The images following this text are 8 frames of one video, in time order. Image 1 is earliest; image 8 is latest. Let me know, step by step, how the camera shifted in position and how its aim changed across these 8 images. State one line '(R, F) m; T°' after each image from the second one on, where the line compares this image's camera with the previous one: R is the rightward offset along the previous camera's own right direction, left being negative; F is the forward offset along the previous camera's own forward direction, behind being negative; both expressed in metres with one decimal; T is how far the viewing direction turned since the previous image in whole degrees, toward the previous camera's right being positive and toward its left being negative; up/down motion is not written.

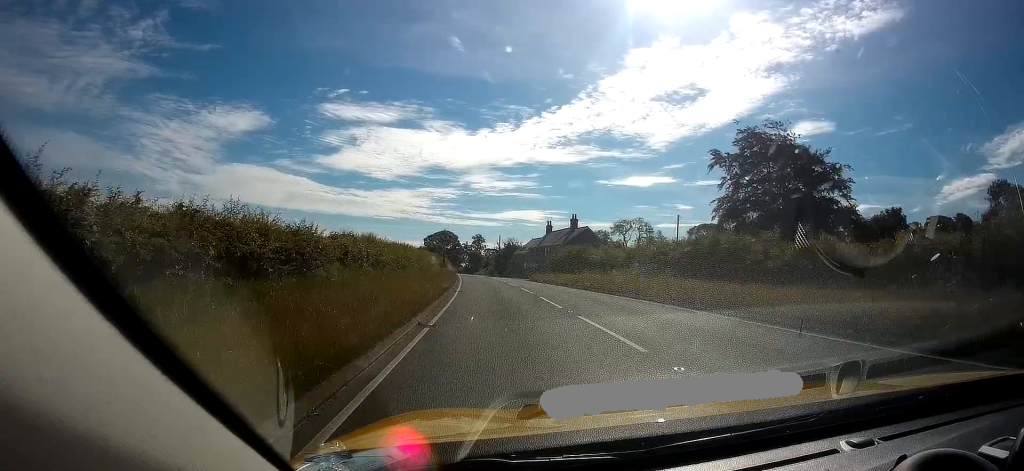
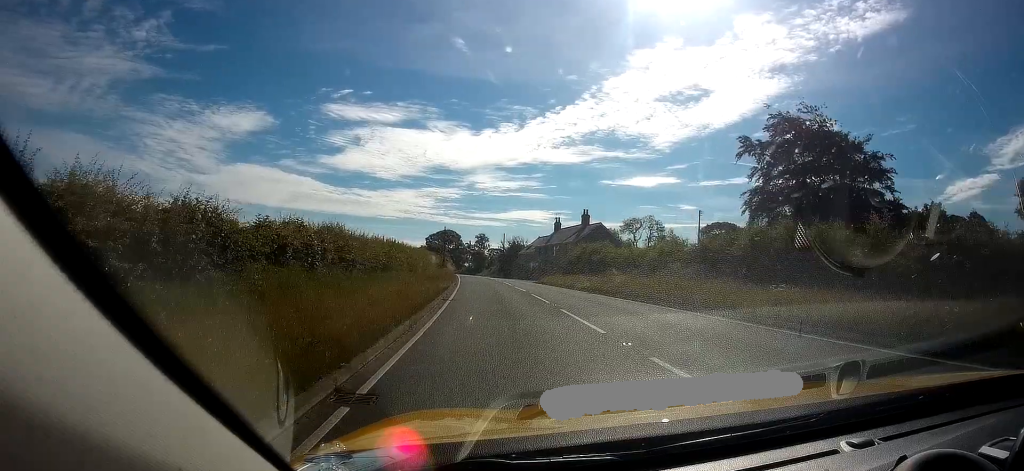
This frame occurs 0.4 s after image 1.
(0.0, +6.3) m; 0°
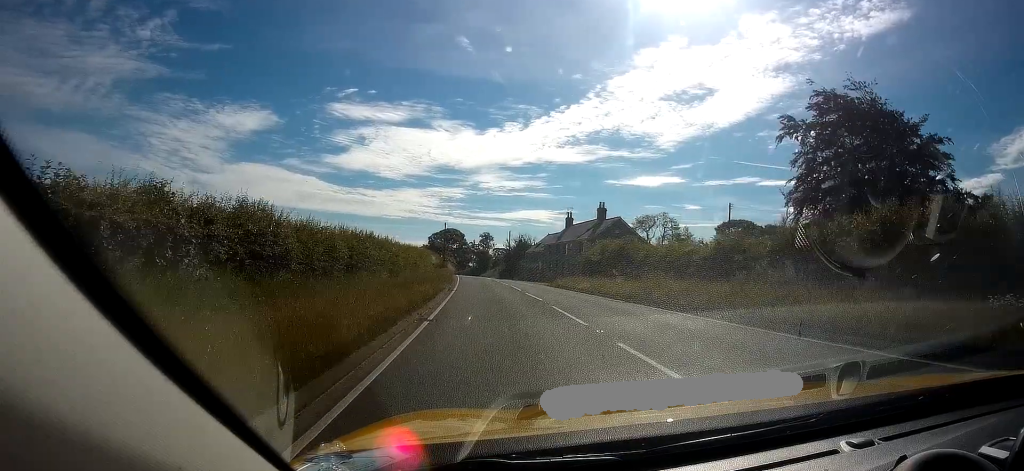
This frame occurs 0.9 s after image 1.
(0.0, +7.3) m; 0°
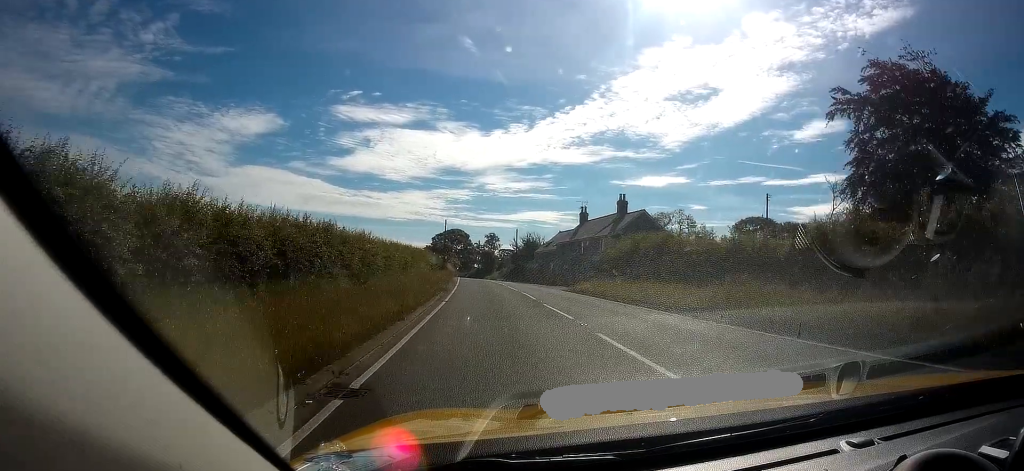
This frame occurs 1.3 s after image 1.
(0.0, +7.2) m; 0°
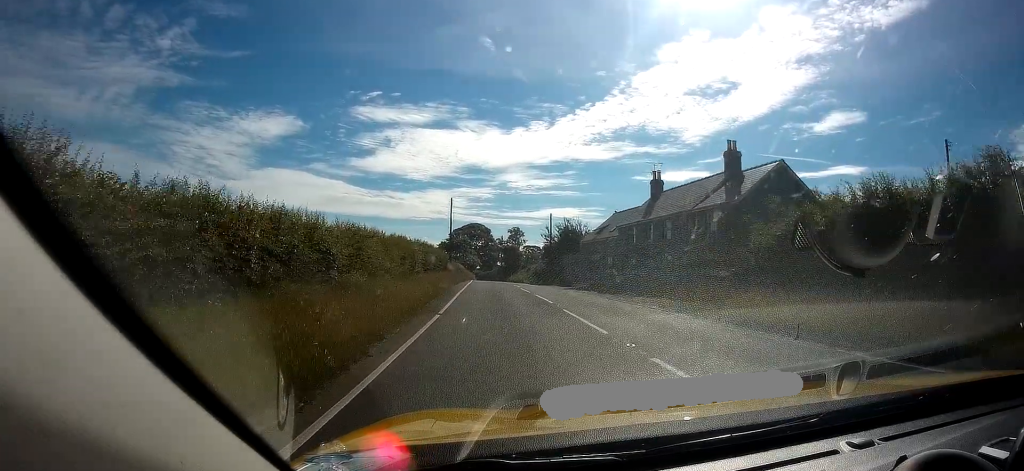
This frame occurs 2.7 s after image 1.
(-0.3, +21.1) m; -3°
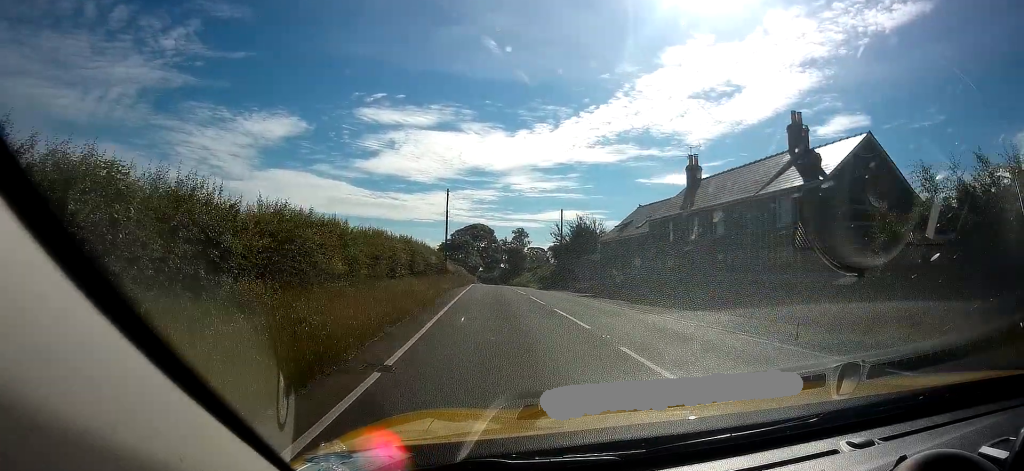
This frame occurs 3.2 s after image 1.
(-0.2, +7.2) m; -1°
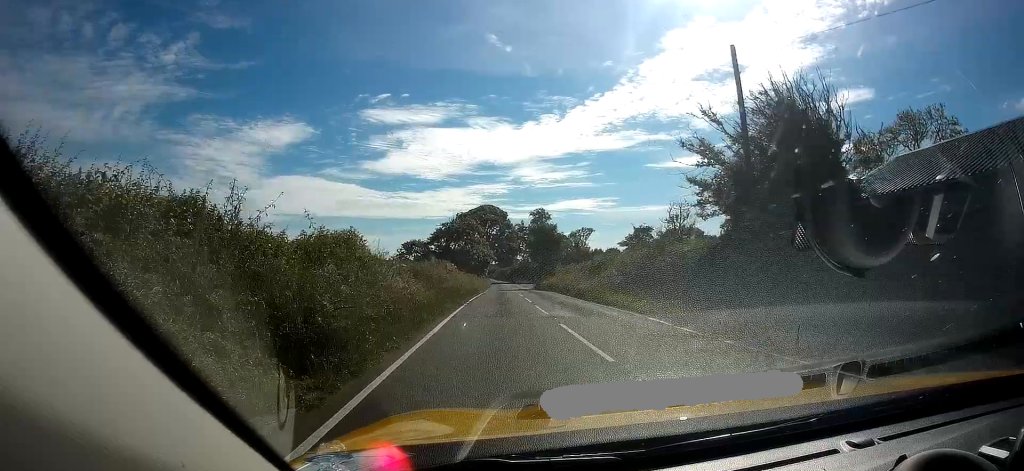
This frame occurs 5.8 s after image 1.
(-0.5, +40.1) m; -1°
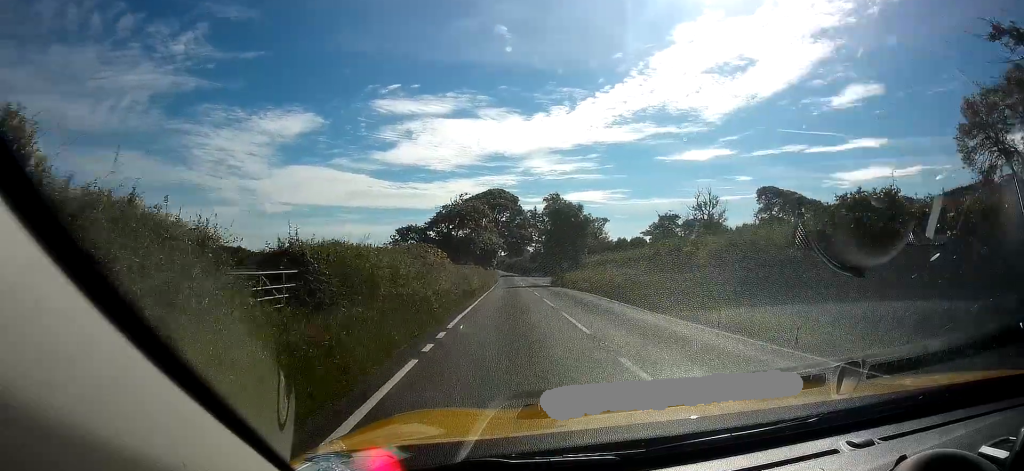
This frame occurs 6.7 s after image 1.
(0.0, +14.6) m; -1°
